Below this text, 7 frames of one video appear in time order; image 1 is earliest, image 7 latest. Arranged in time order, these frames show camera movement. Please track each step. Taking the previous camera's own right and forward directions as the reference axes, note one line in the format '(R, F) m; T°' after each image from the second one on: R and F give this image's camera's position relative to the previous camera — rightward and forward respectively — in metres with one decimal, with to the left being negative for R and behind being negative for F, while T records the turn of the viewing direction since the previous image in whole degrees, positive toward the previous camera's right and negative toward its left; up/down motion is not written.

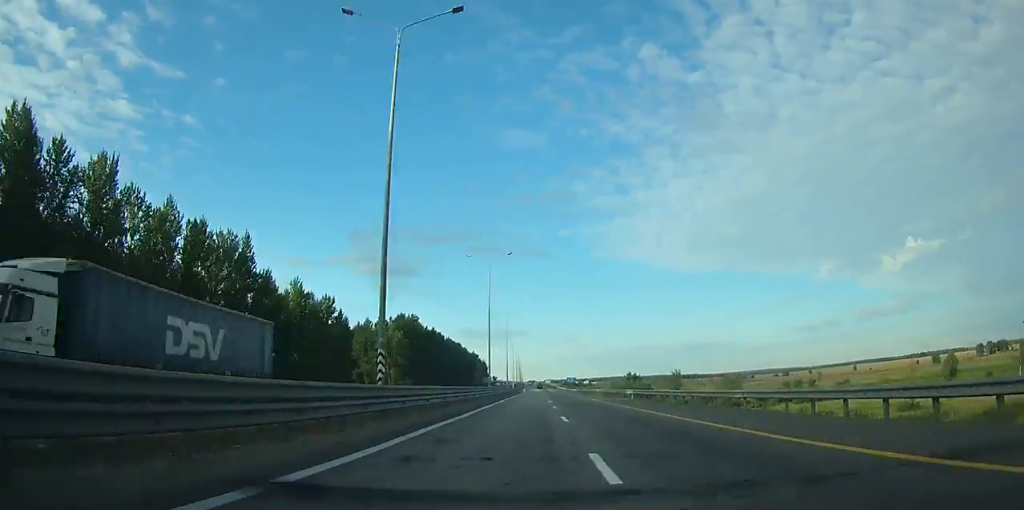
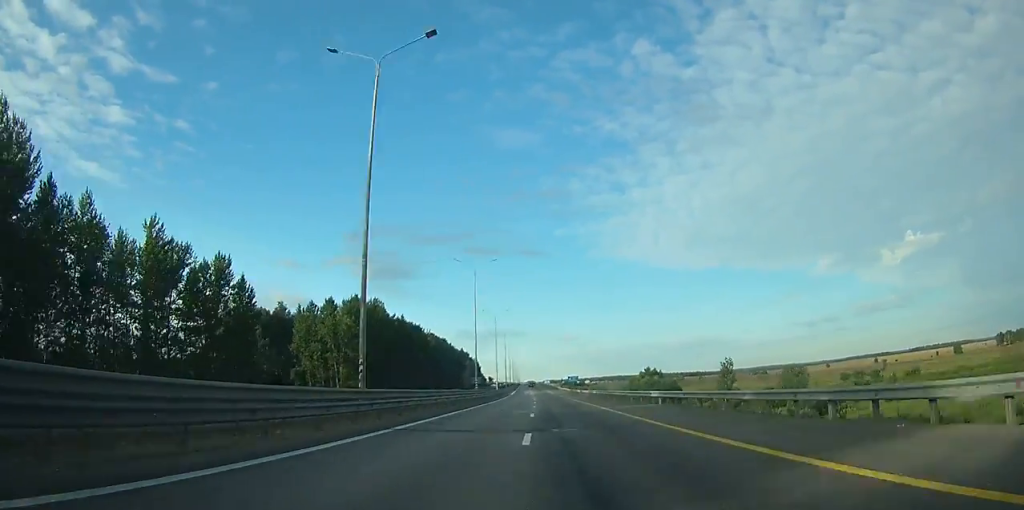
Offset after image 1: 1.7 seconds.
(+0.4, +46.8) m; 0°
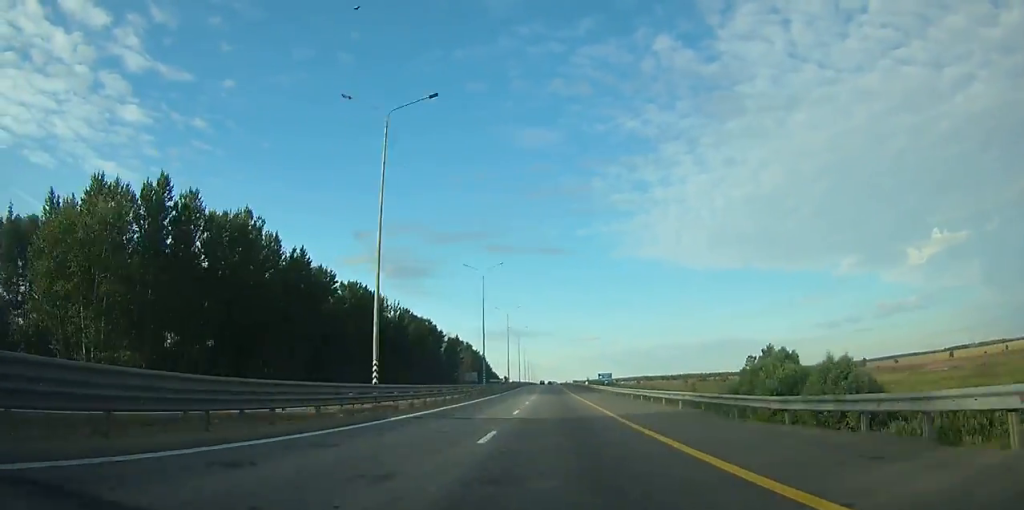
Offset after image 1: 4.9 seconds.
(-1.2, +88.8) m; -1°
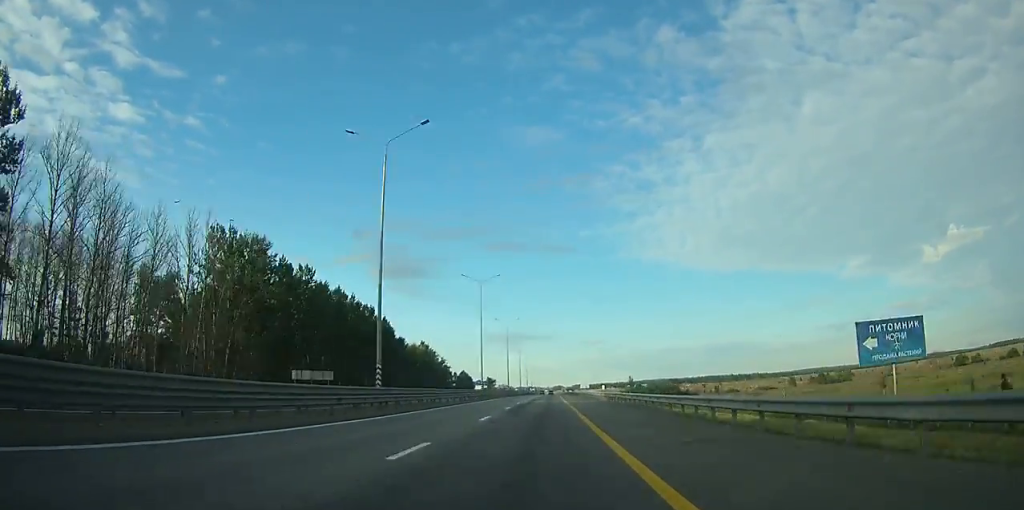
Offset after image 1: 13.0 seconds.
(-1.6, +212.5) m; -1°
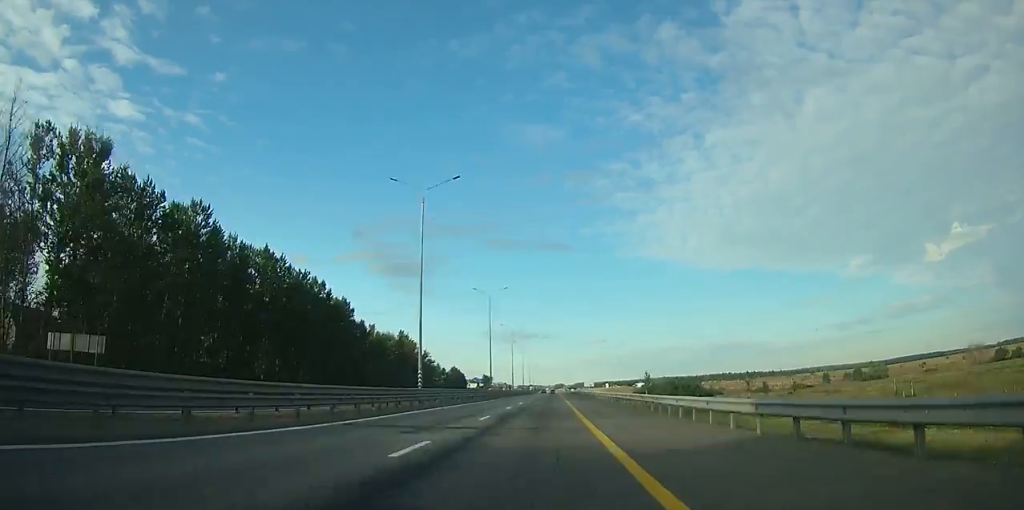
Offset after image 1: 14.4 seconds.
(0.0, +35.5) m; 0°
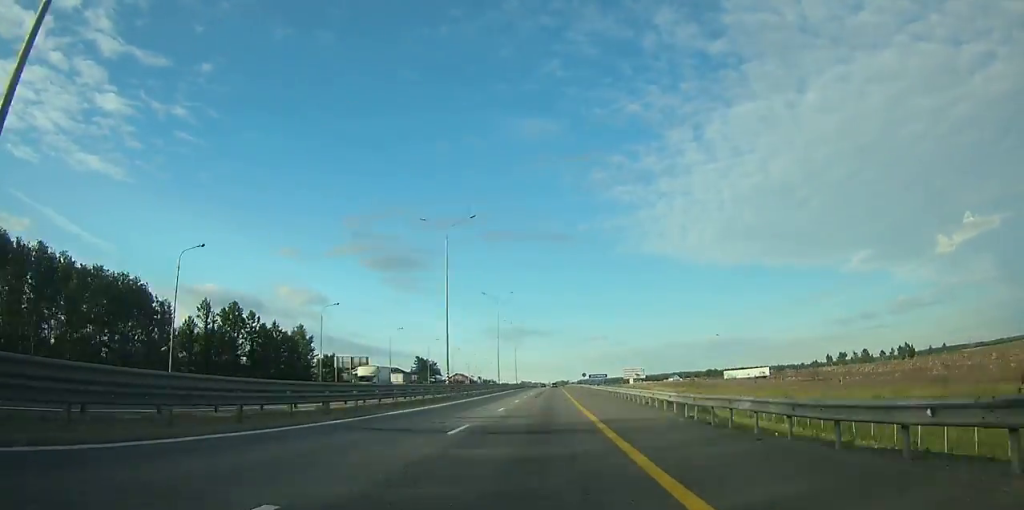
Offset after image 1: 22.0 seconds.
(-0.3, +213.6) m; 0°
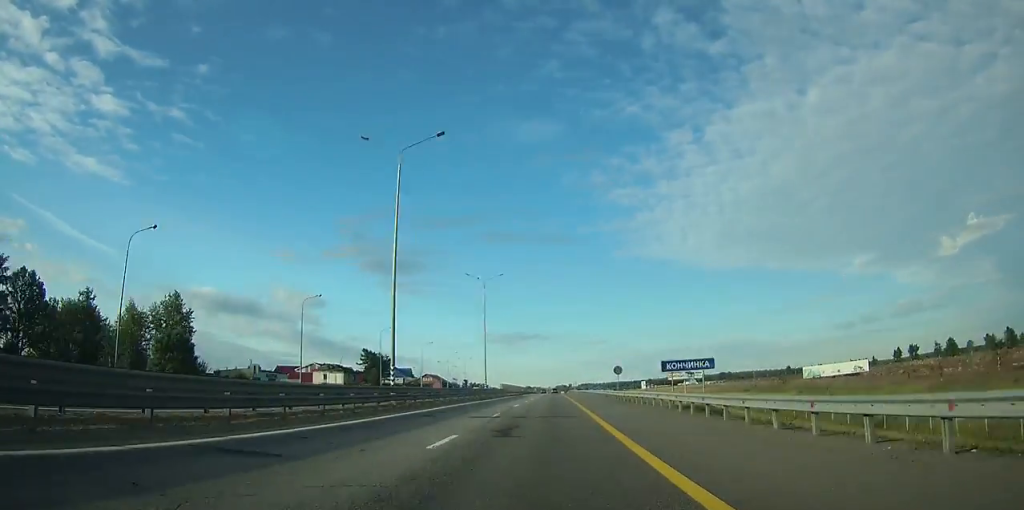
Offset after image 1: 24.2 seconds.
(0.0, +61.3) m; 0°
